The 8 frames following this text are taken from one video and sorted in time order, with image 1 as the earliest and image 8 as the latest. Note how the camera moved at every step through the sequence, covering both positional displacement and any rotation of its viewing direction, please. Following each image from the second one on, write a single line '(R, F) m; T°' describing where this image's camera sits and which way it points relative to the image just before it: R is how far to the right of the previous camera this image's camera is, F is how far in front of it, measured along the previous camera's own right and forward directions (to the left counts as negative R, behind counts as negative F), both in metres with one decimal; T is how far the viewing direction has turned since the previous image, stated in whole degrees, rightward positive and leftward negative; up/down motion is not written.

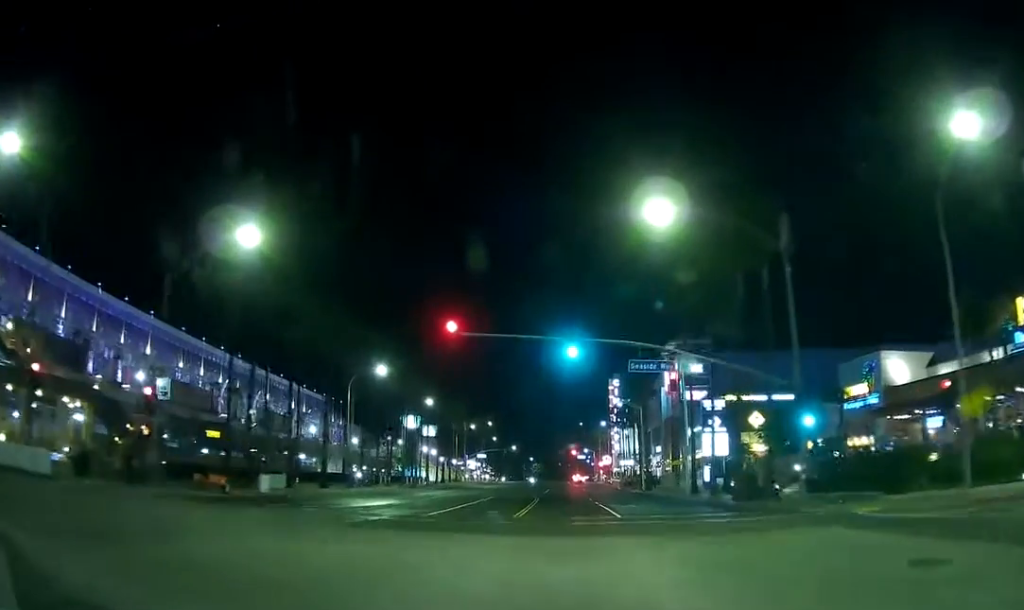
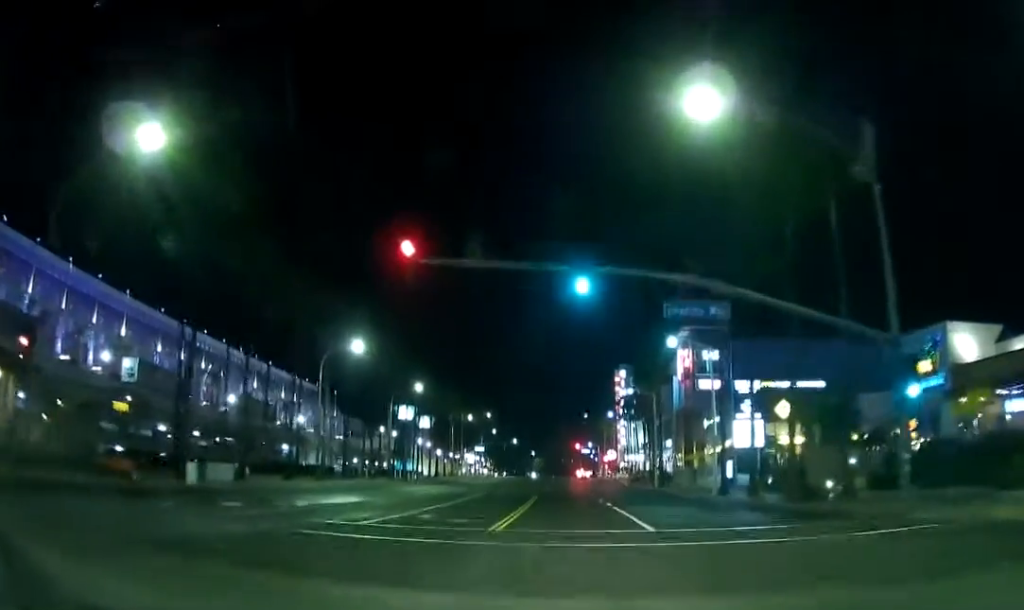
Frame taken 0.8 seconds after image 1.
(0.0, +8.8) m; 0°
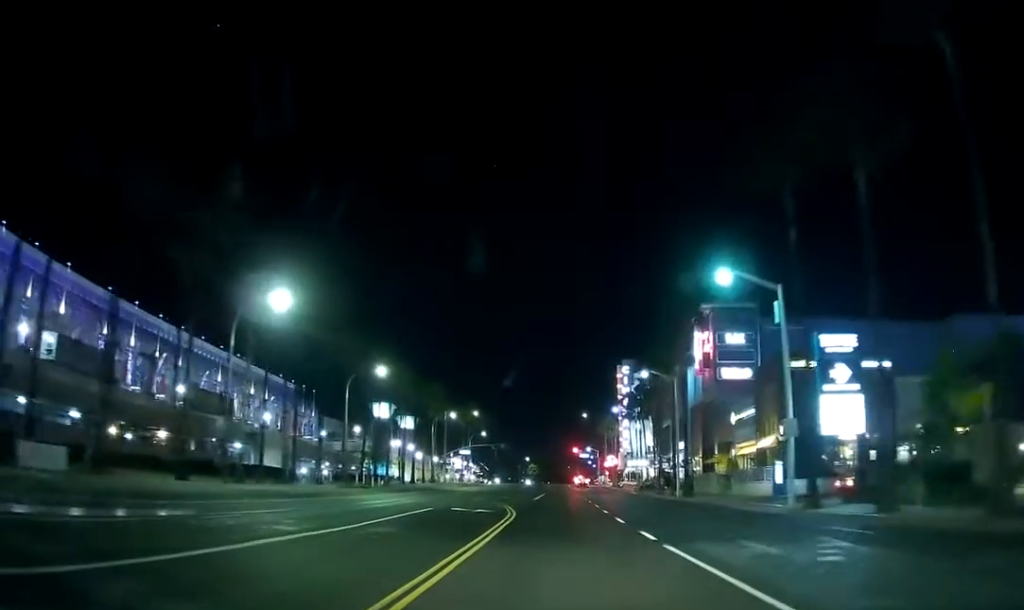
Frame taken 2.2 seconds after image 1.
(+0.5, +16.6) m; +4°
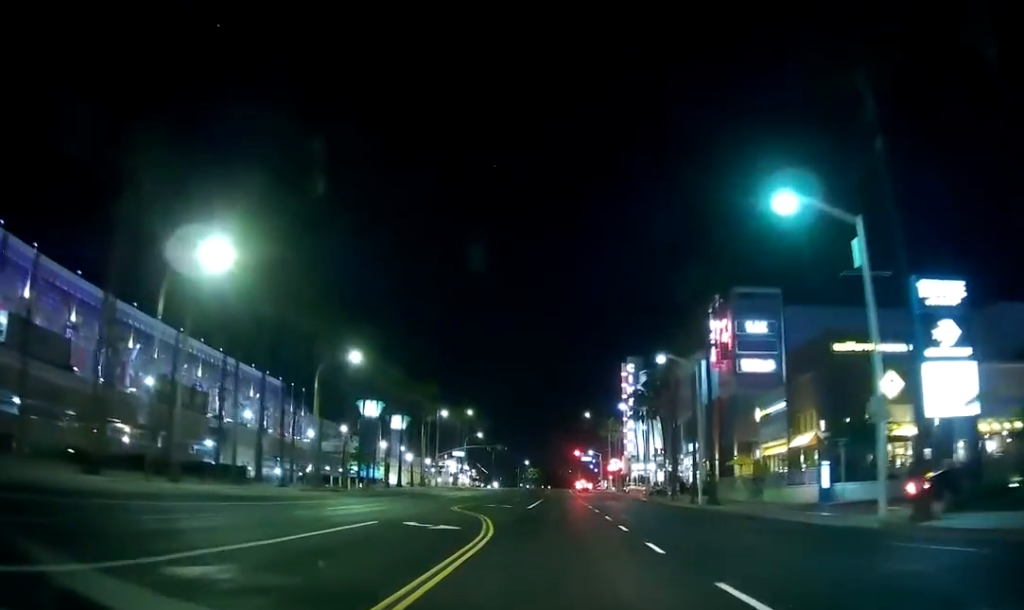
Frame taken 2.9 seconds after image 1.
(+0.3, +9.5) m; +2°
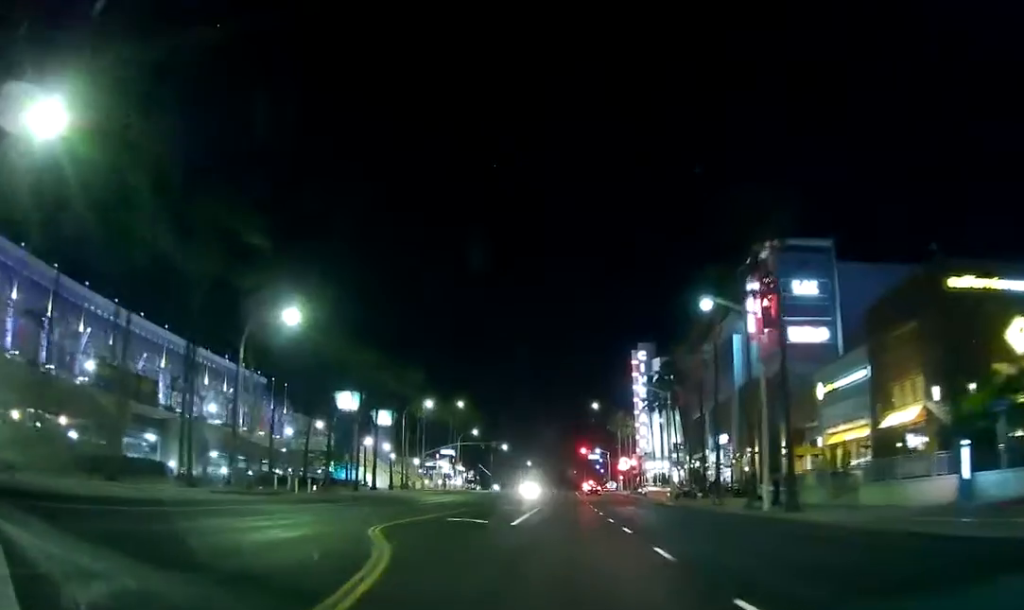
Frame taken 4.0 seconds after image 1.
(-0.2, +15.9) m; -3°
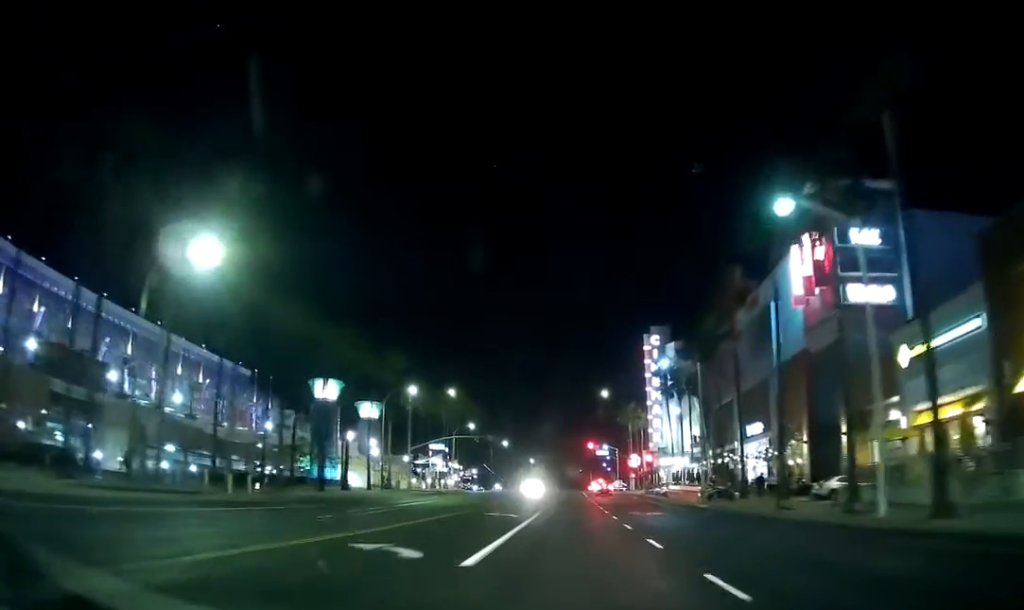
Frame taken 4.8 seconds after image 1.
(-0.6, +12.8) m; -3°
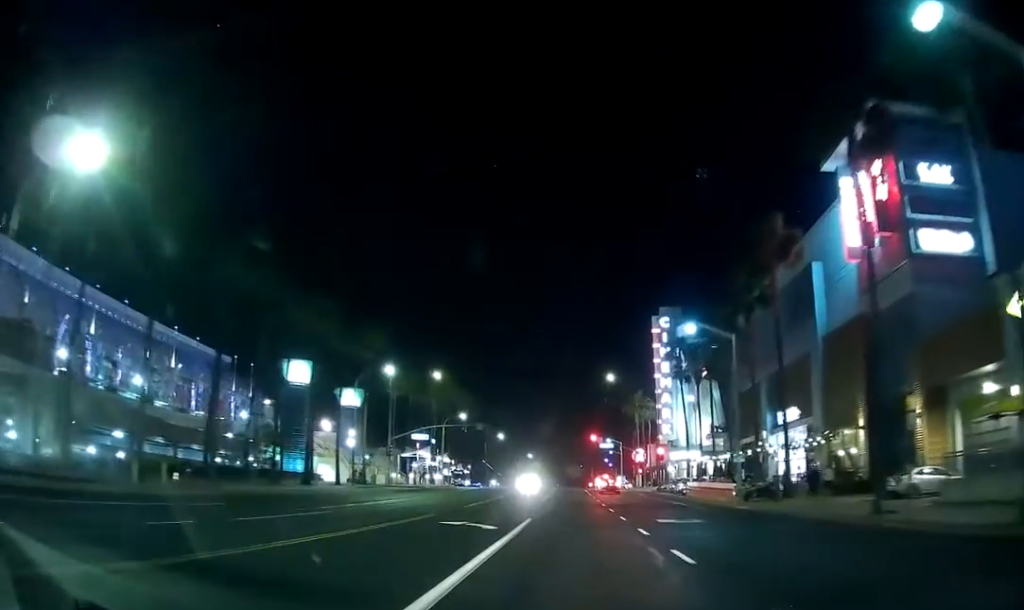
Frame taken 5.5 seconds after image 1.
(0.0, +10.5) m; +2°
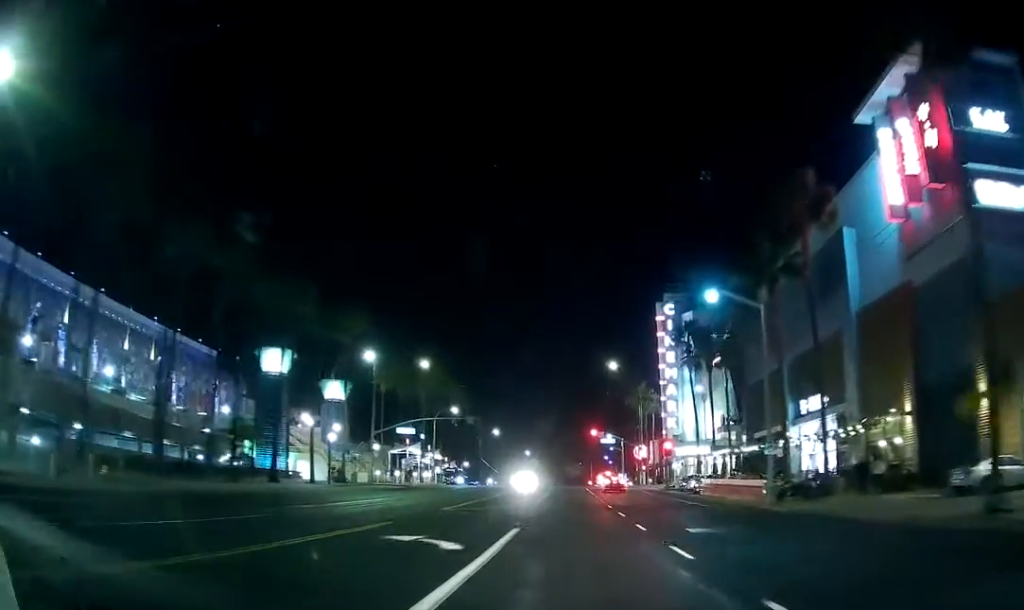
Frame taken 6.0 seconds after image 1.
(0.0, +6.9) m; +1°
